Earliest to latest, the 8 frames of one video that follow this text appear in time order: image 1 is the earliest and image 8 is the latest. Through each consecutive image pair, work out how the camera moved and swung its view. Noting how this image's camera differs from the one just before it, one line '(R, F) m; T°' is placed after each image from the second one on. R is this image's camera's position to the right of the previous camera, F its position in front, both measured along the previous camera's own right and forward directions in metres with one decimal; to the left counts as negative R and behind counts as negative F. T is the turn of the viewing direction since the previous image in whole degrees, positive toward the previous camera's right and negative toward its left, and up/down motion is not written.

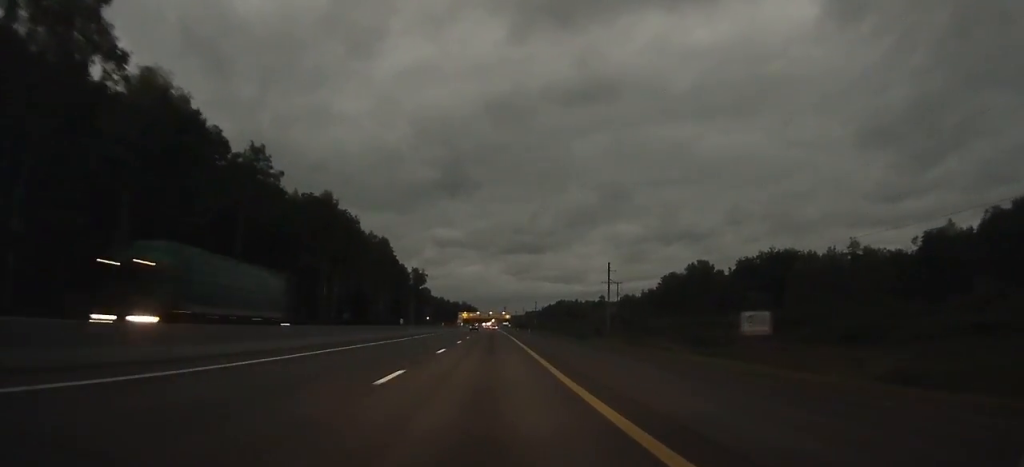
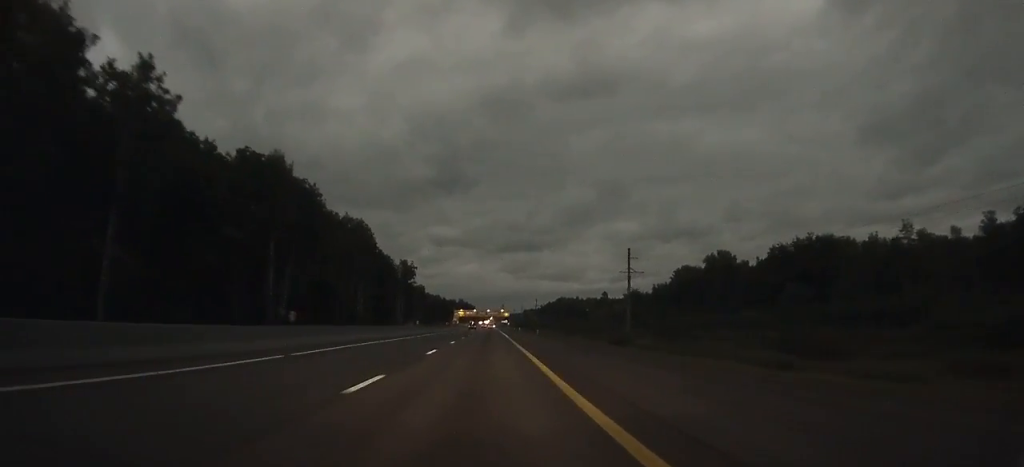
(0.0, +25.4) m; 0°
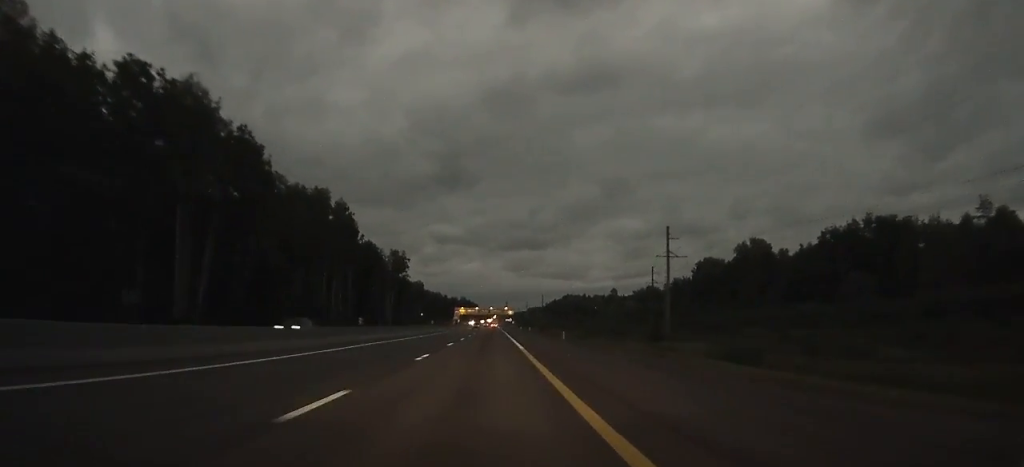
(0.0, +26.9) m; 0°
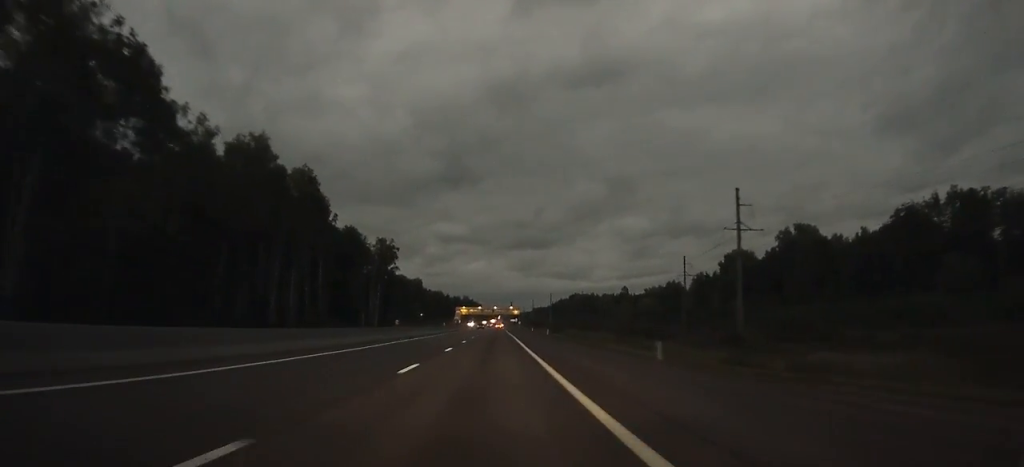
(+0.1, +28.5) m; 0°
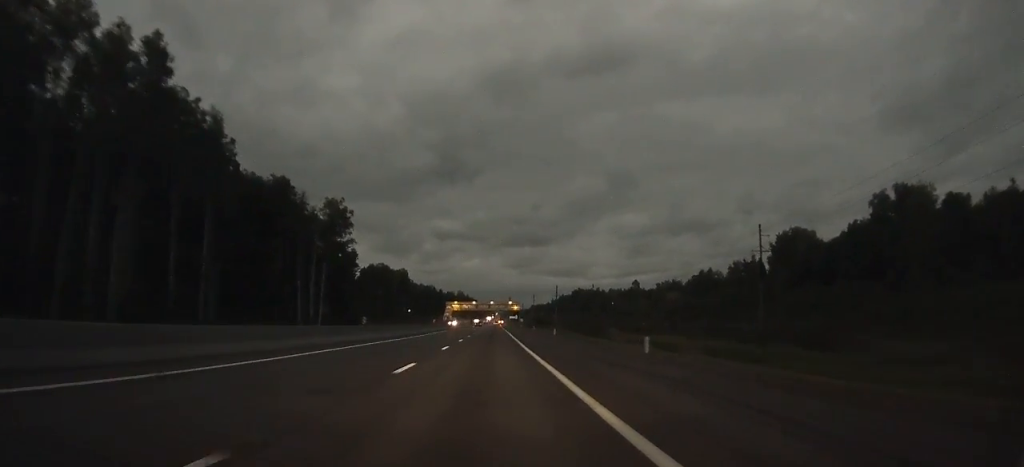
(-0.3, +48.3) m; 0°
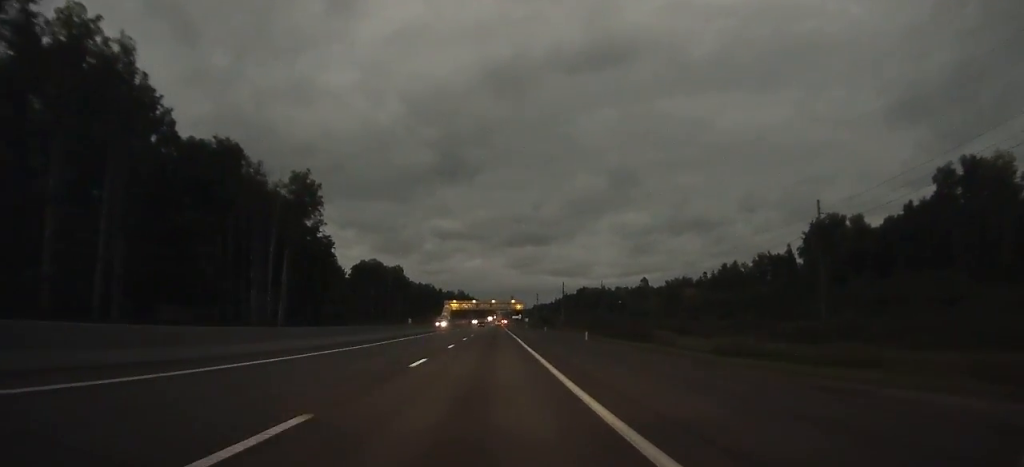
(-0.1, +21.2) m; 0°
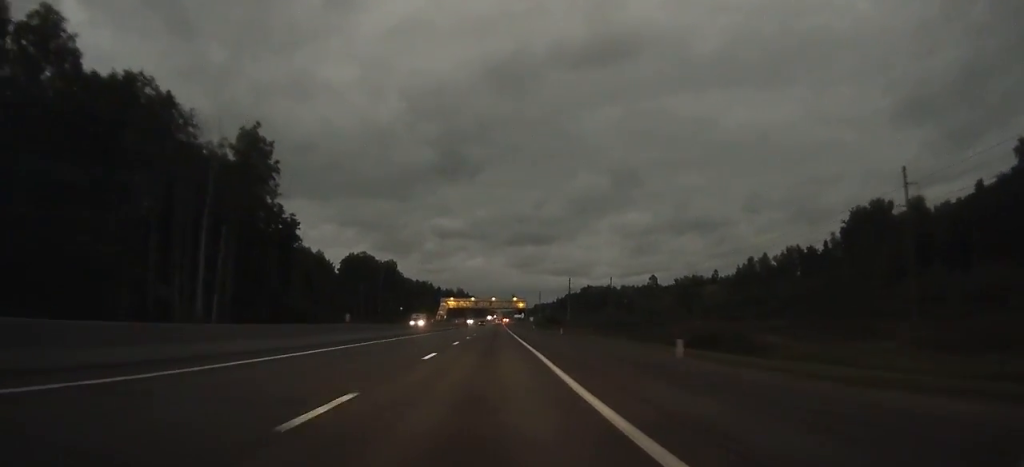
(+0.1, +21.4) m; 0°
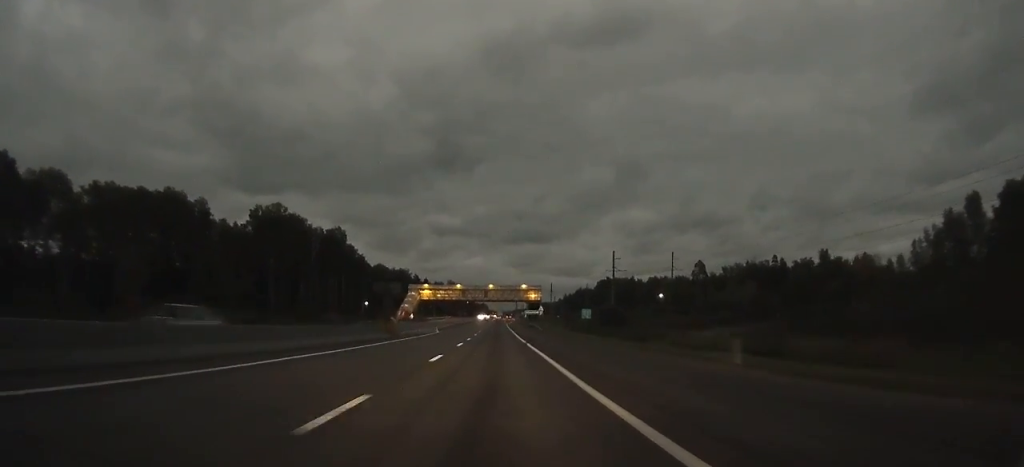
(-0.1, +95.3) m; 0°
